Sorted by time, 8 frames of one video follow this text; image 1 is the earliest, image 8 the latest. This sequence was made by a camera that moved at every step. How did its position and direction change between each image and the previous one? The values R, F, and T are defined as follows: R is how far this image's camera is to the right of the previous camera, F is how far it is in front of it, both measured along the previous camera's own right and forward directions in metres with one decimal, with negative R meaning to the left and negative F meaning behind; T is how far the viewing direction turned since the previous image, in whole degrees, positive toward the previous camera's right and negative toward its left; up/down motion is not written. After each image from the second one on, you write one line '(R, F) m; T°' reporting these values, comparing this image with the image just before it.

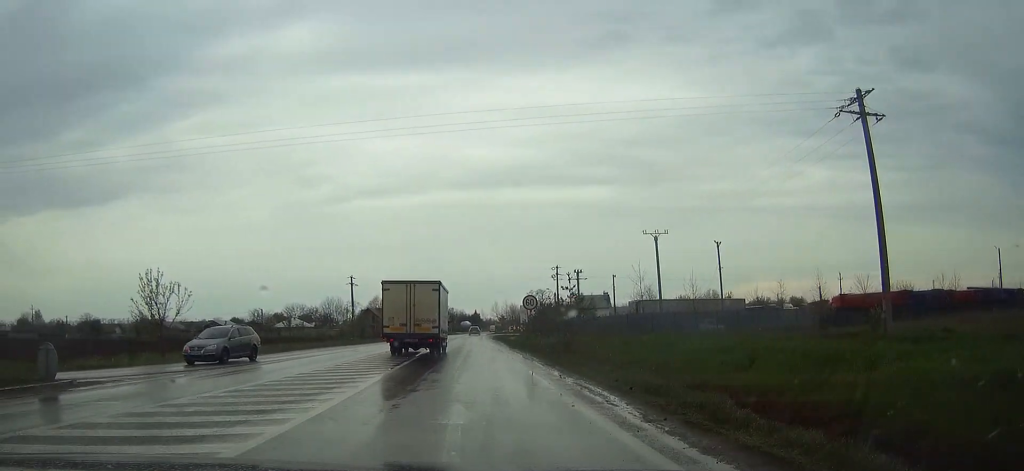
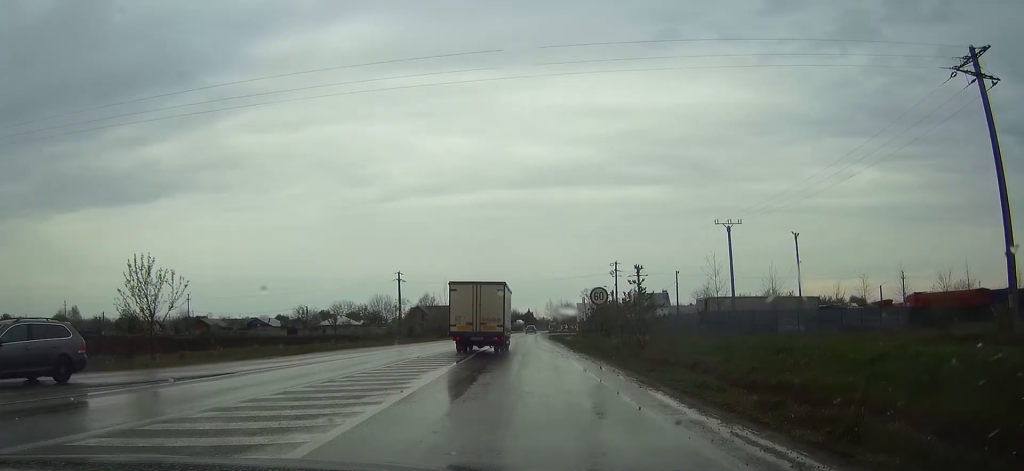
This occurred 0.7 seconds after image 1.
(-0.4, +6.7) m; -4°
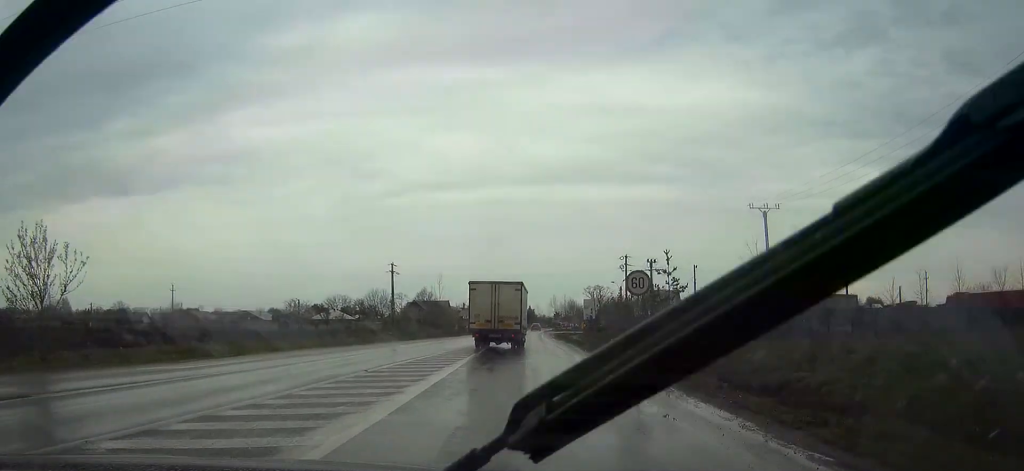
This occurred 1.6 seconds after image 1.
(-0.1, +8.8) m; 0°
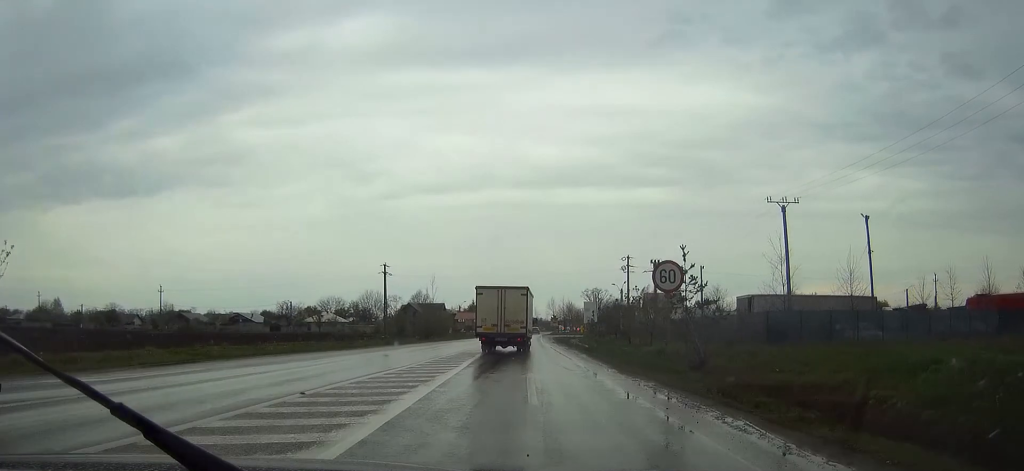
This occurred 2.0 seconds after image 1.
(0.0, +4.8) m; 0°
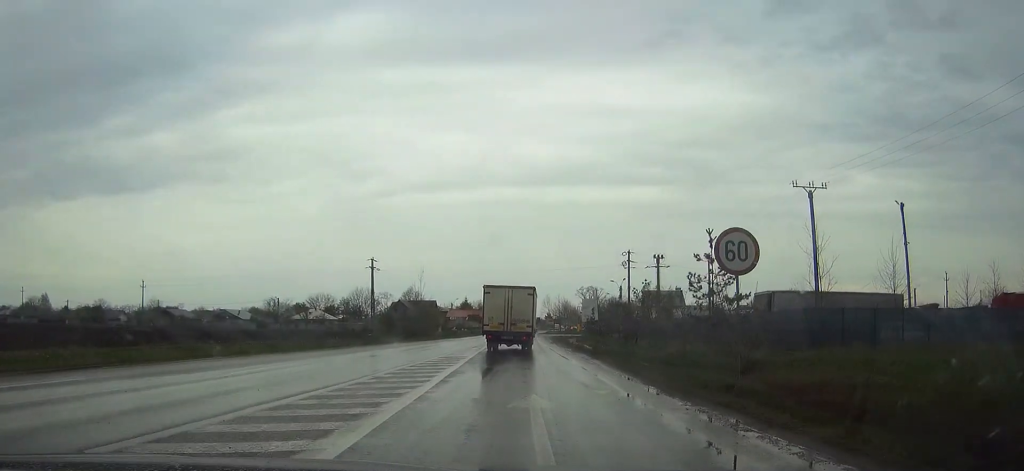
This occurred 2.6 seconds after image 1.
(0.0, +5.9) m; 0°
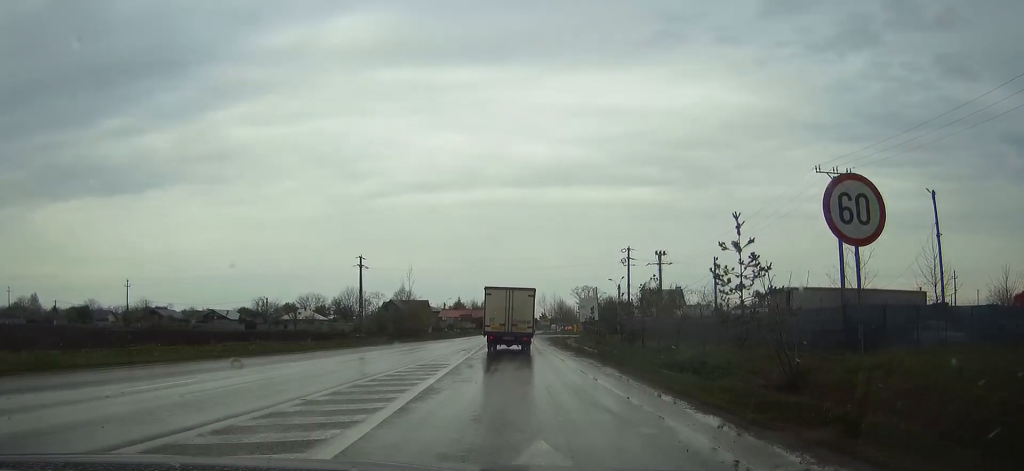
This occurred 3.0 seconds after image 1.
(0.0, +4.8) m; 0°
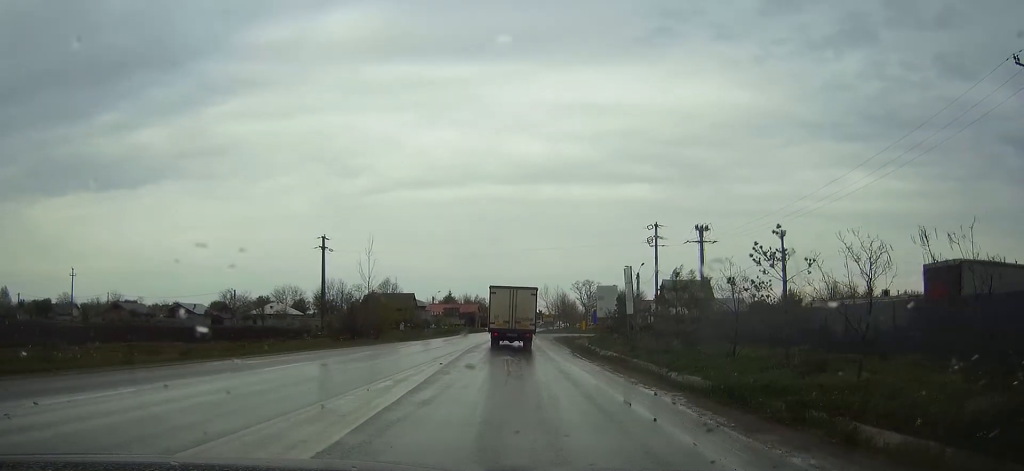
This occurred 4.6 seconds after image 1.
(+0.2, +20.6) m; +1°
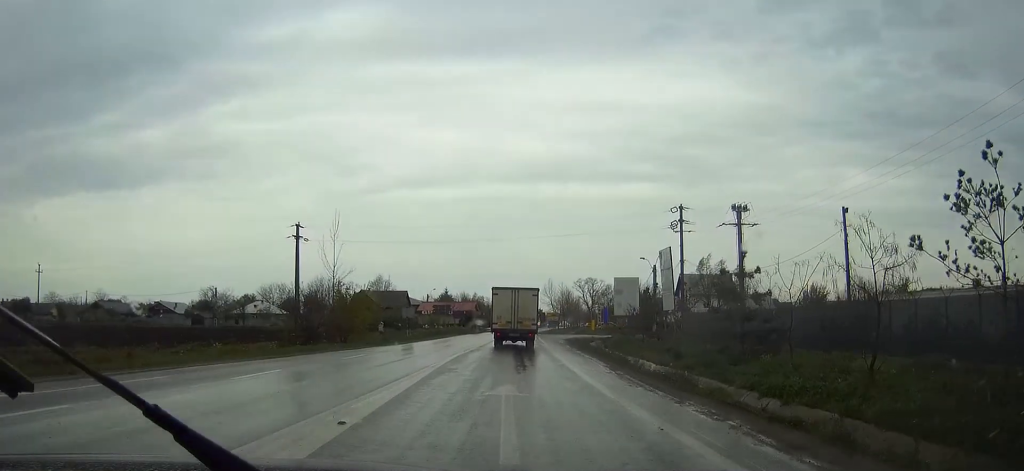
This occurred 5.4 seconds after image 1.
(-0.1, +11.4) m; 0°
